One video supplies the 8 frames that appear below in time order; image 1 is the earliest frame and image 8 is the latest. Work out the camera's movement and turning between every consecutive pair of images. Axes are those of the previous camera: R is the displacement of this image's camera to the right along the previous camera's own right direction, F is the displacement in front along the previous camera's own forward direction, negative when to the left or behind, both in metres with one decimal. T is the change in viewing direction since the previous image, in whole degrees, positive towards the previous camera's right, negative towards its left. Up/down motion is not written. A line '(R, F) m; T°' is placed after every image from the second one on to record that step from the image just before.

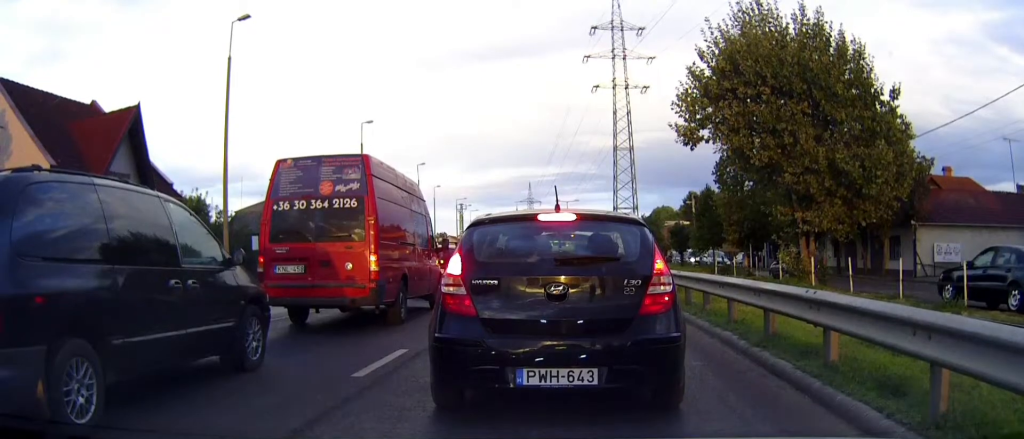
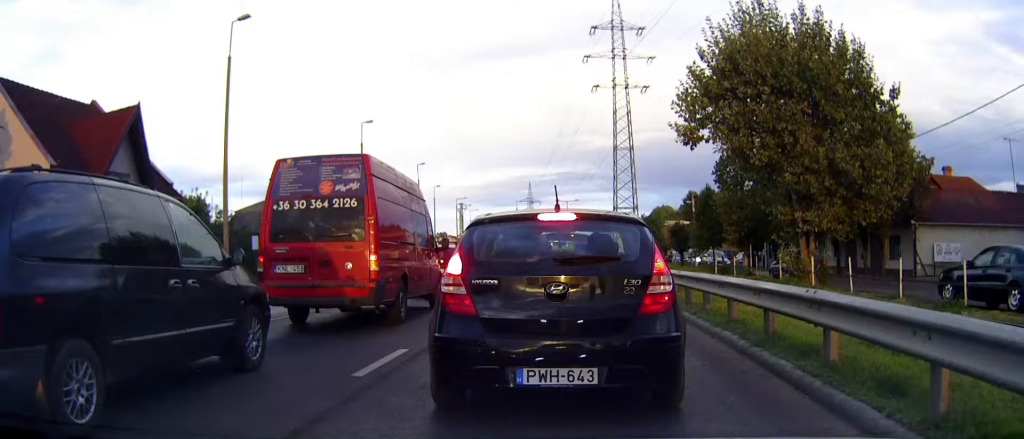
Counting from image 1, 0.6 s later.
(0.0, +0.1) m; 0°
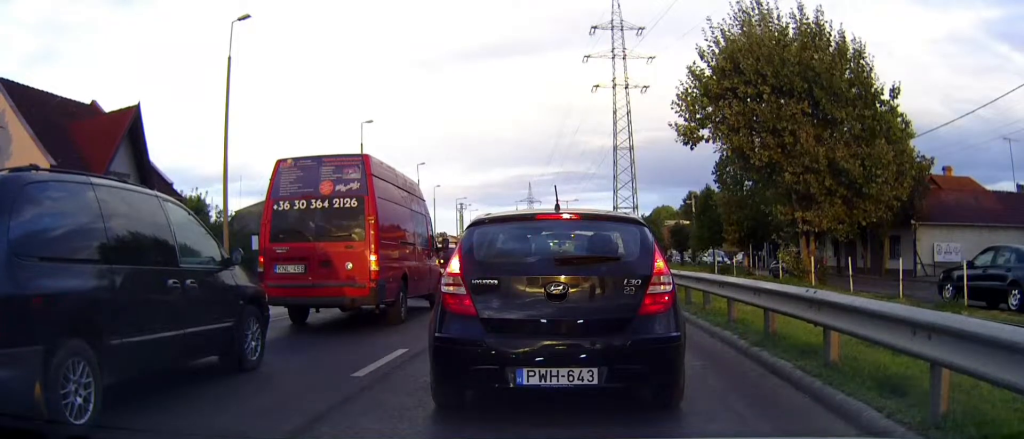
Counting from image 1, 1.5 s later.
(0.0, 0.0) m; 0°
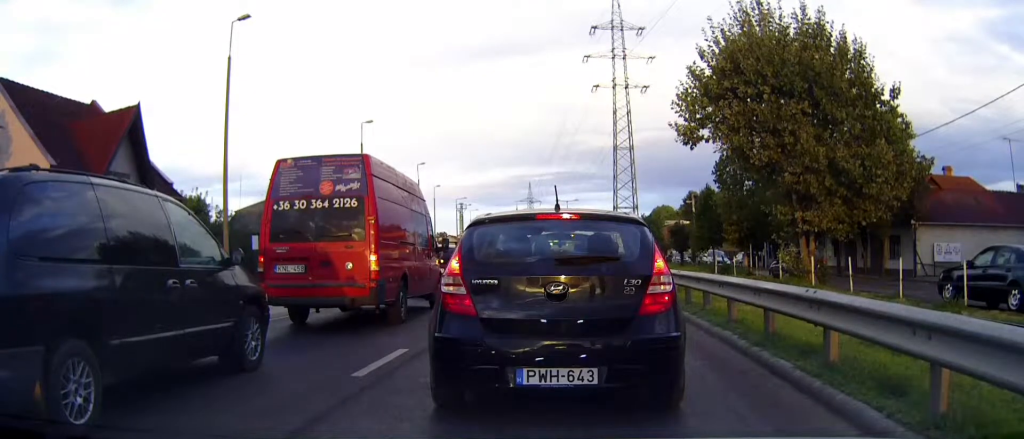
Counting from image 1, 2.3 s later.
(0.0, 0.0) m; 0°
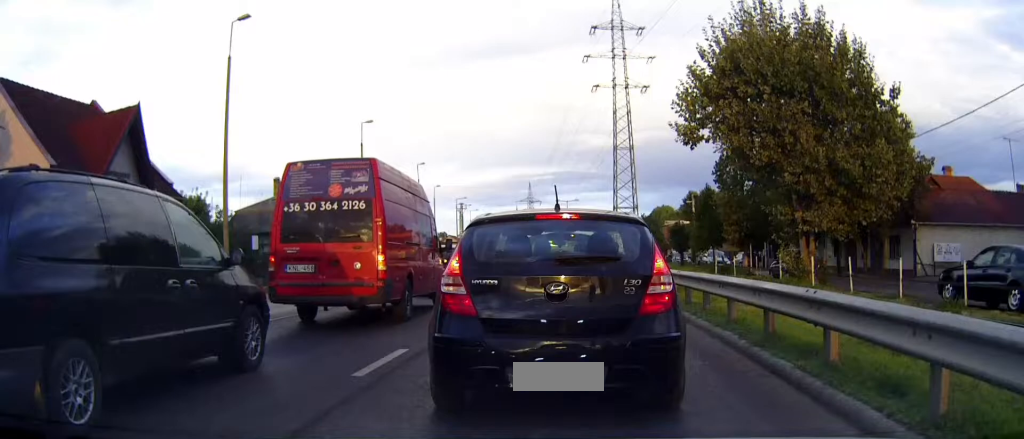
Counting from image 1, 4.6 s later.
(0.0, 0.0) m; 0°
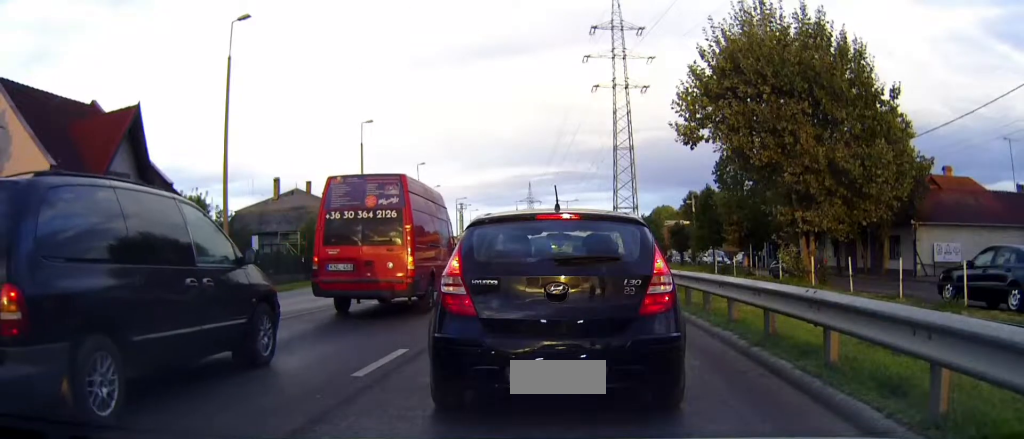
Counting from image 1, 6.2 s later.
(0.0, +0.4) m; 0°
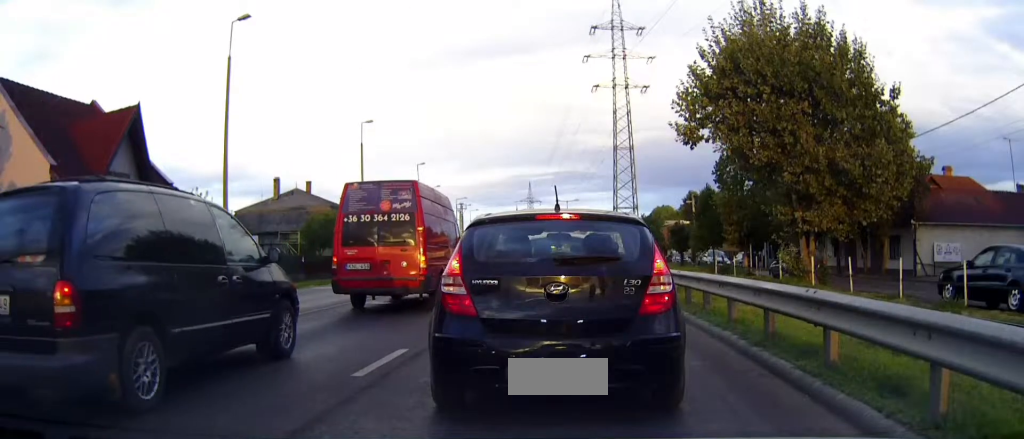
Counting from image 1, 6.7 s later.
(0.0, 0.0) m; 0°
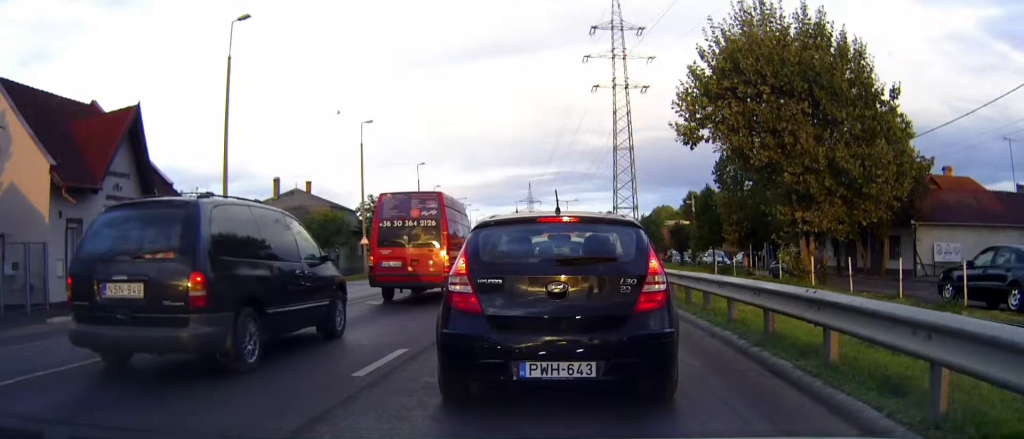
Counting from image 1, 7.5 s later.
(0.0, +0.2) m; 0°
